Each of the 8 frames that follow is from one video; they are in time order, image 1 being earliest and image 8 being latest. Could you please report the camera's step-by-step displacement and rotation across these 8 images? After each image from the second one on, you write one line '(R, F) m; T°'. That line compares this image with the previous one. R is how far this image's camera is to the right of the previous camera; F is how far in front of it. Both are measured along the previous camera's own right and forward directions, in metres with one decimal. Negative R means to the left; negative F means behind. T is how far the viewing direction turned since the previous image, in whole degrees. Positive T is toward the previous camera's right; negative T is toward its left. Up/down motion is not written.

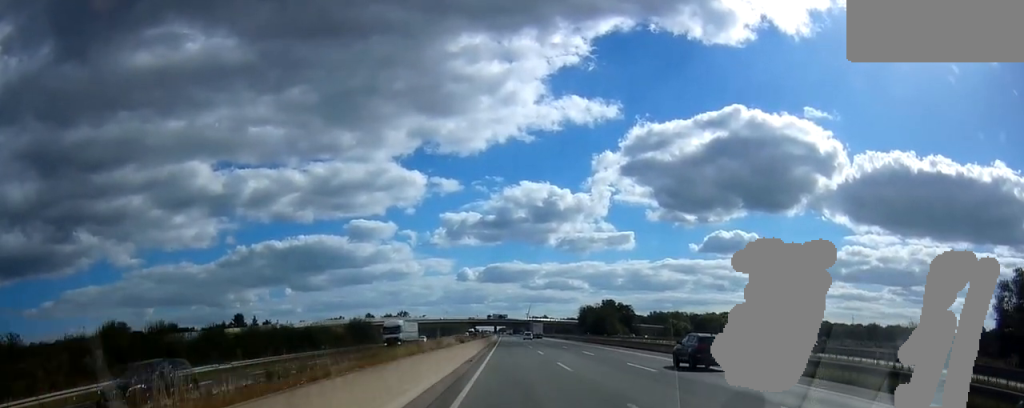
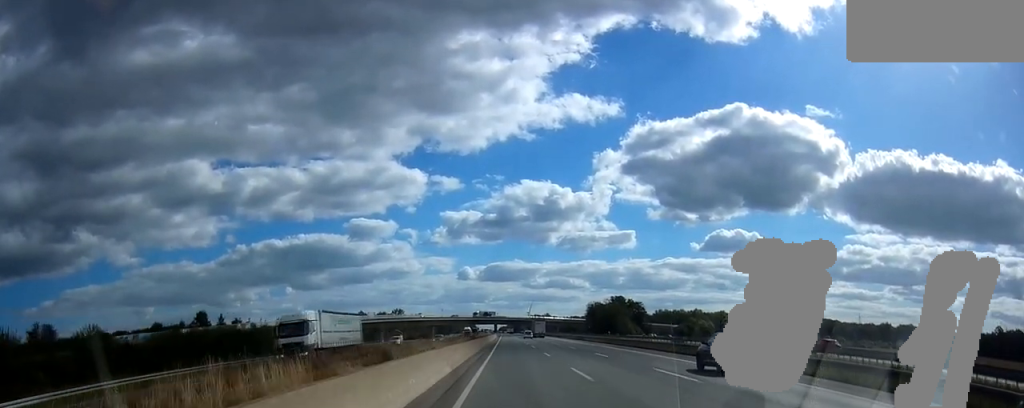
(0.0, +23.6) m; 0°
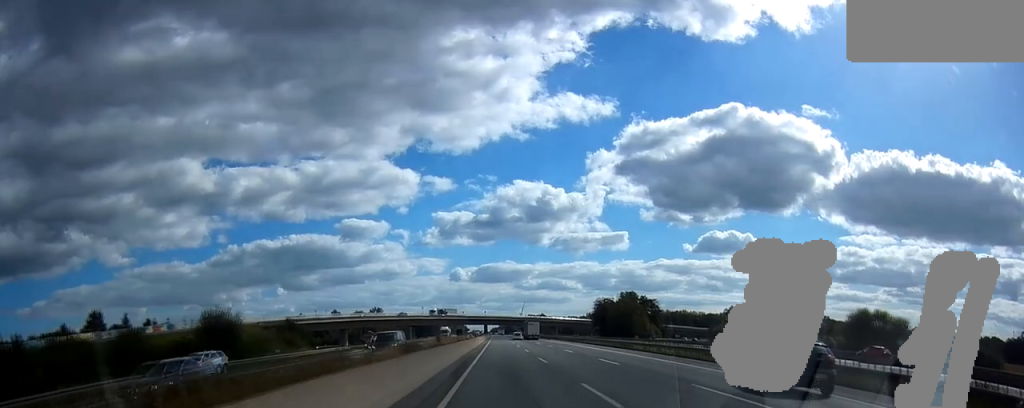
(+0.2, +42.7) m; 0°
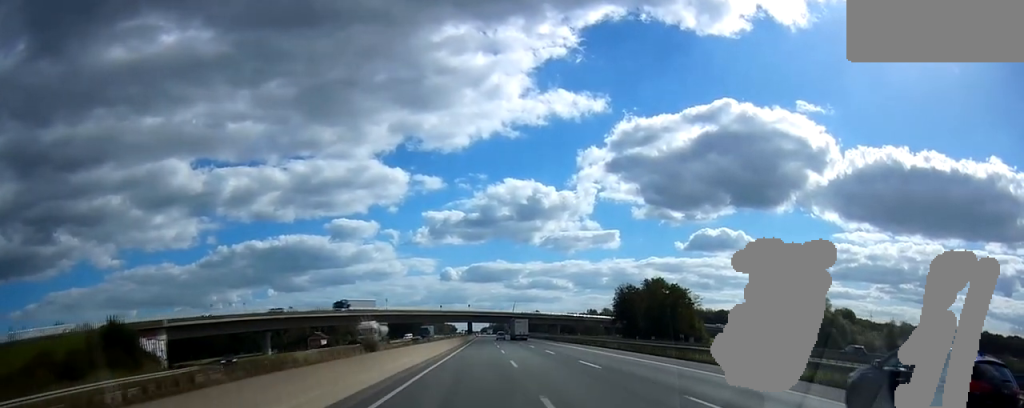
(+0.3, +57.6) m; +1°
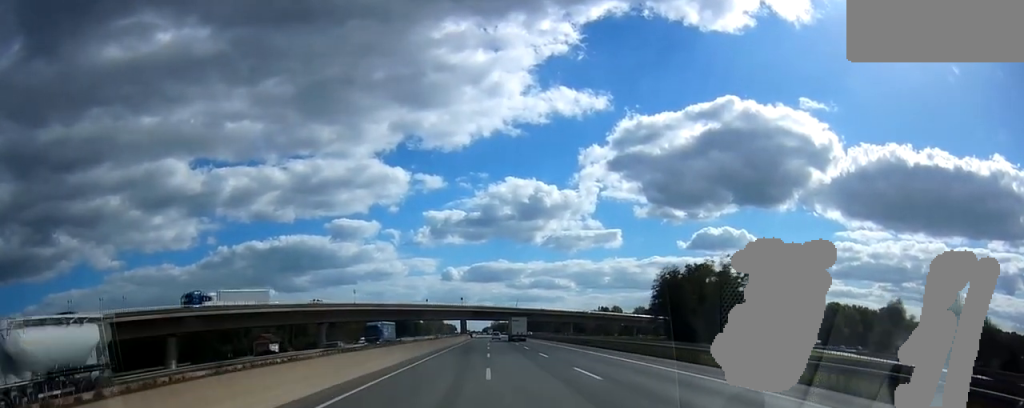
(+0.1, +42.4) m; 0°
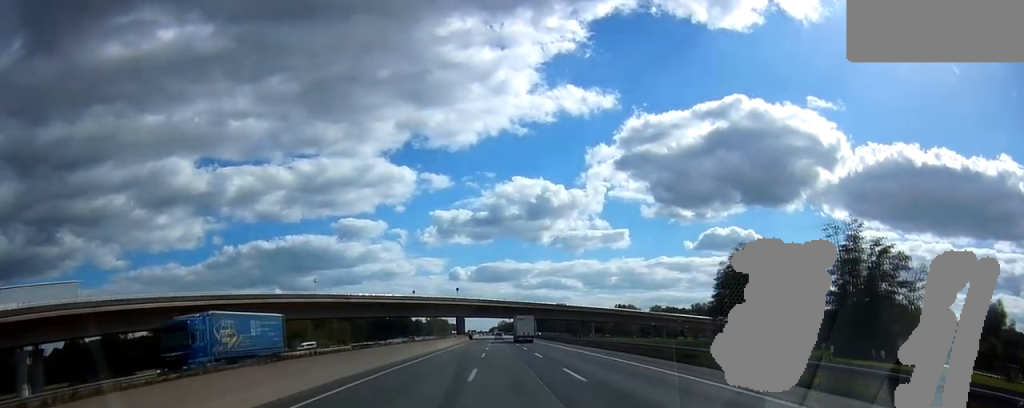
(+0.1, +36.1) m; 0°
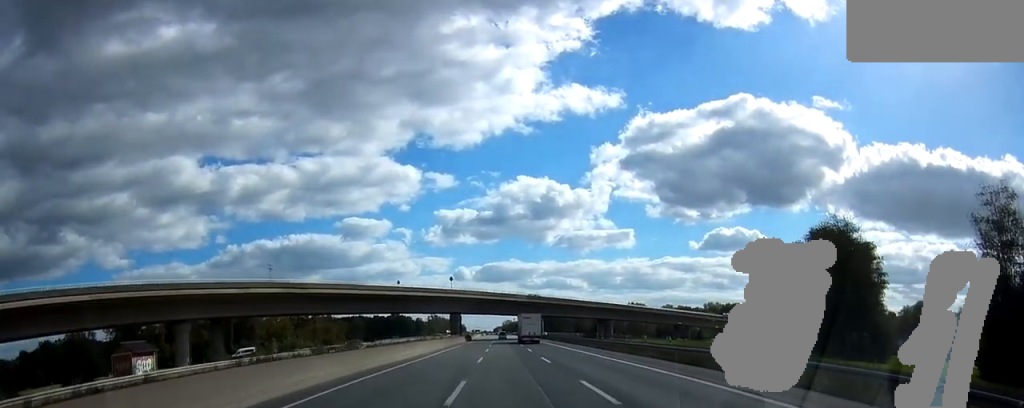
(0.0, +24.2) m; 0°
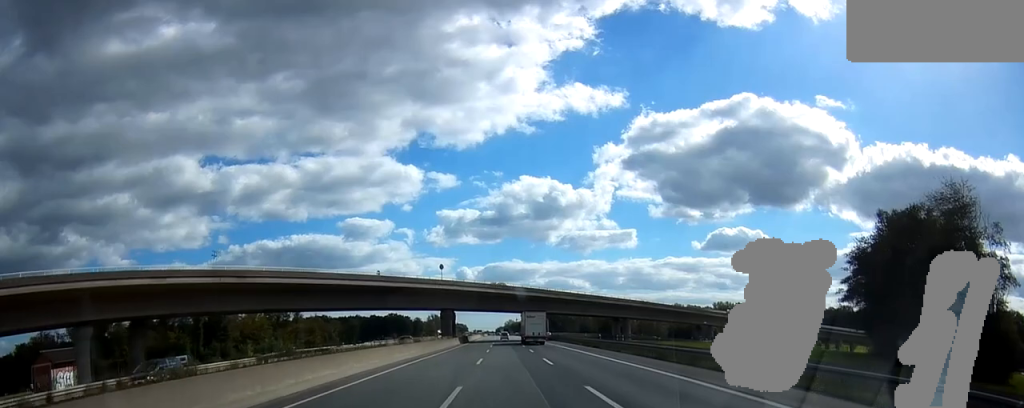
(-0.1, +19.4) m; 0°
